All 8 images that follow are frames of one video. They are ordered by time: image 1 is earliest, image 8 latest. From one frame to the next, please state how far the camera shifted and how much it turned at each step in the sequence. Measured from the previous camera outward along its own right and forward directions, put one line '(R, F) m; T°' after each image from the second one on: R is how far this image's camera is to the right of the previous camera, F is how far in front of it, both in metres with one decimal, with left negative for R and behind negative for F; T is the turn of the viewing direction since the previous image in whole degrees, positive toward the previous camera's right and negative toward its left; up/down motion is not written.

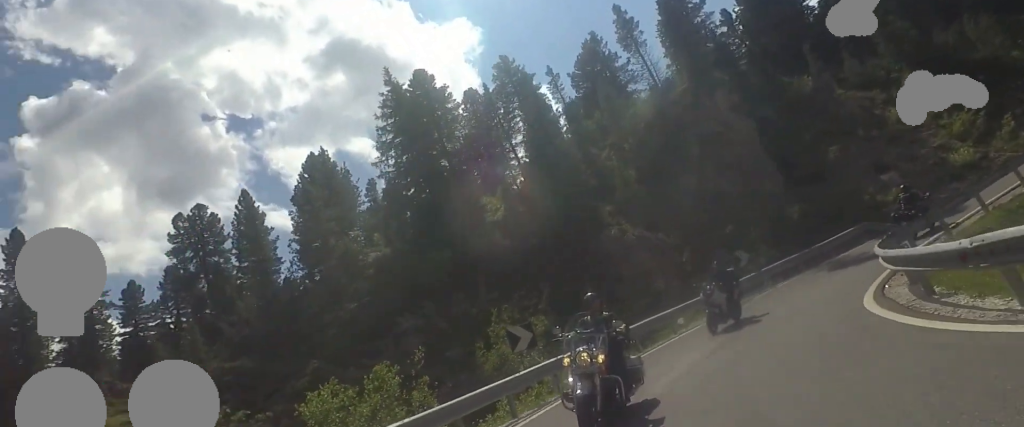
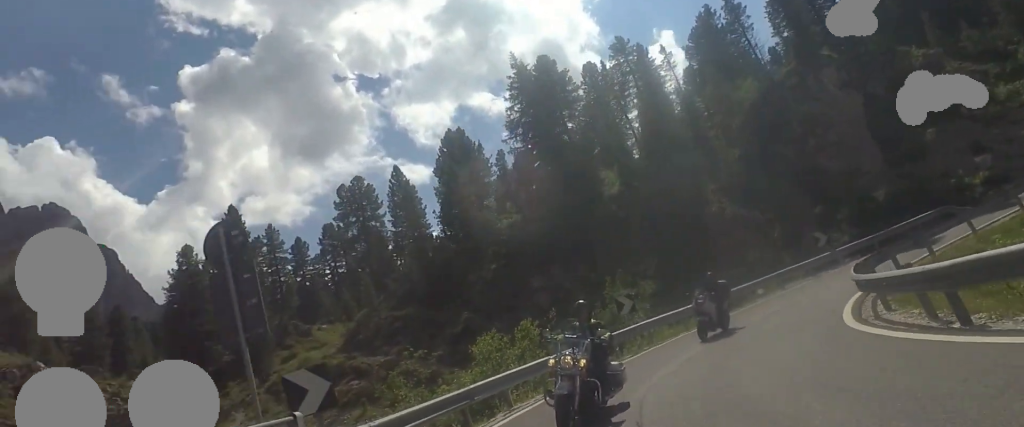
(-0.6, +5.8) m; -9°
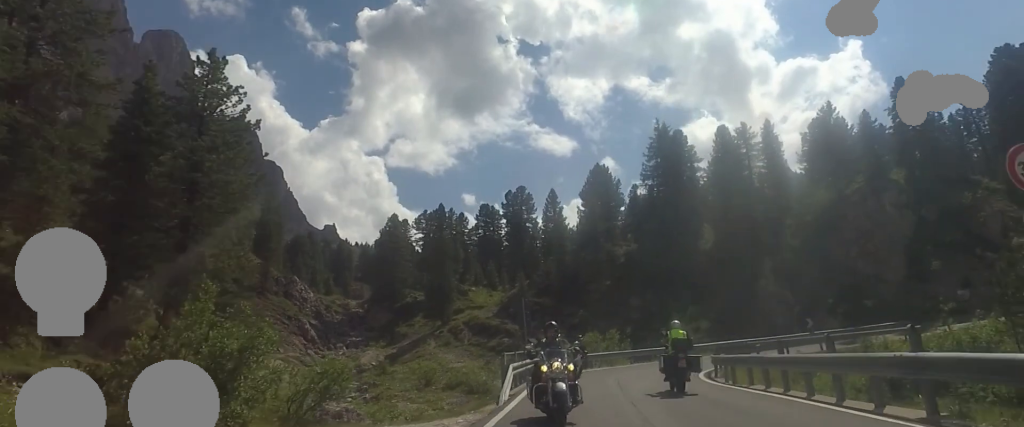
(-0.1, +19.6) m; -1°
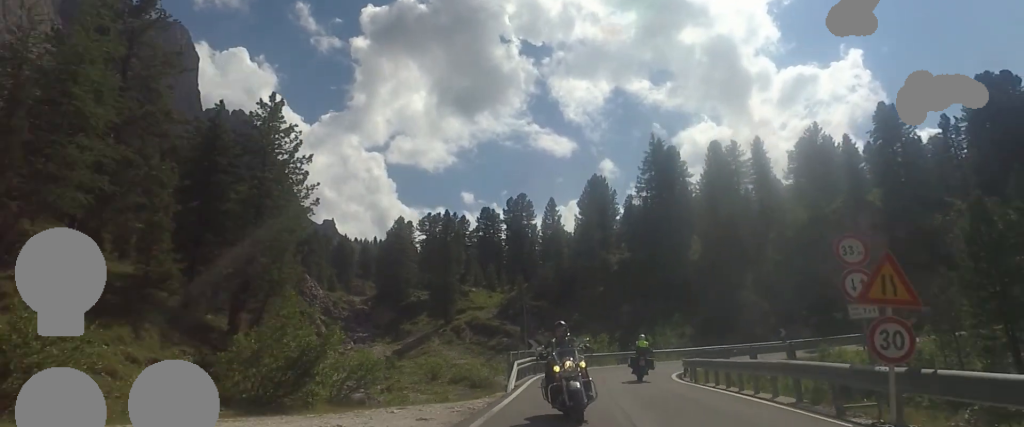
(-0.3, +4.1) m; -2°
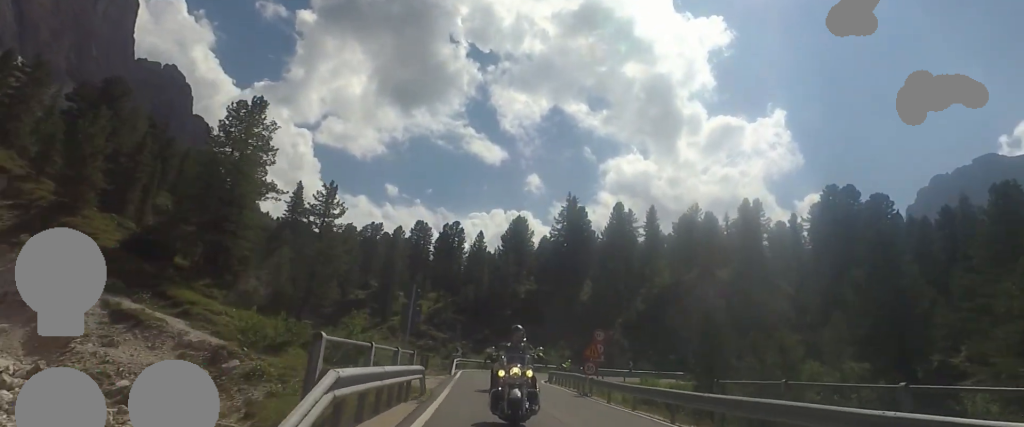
(-0.1, +18.1) m; +7°
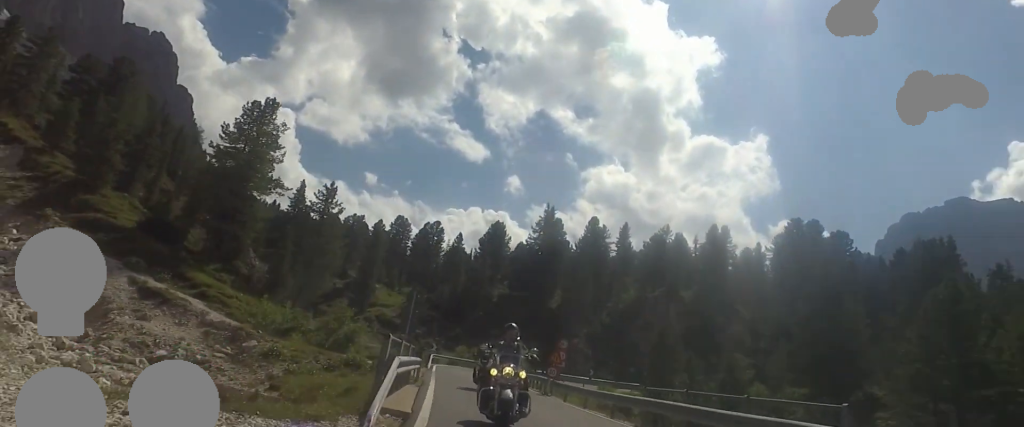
(-0.1, +4.5) m; +6°
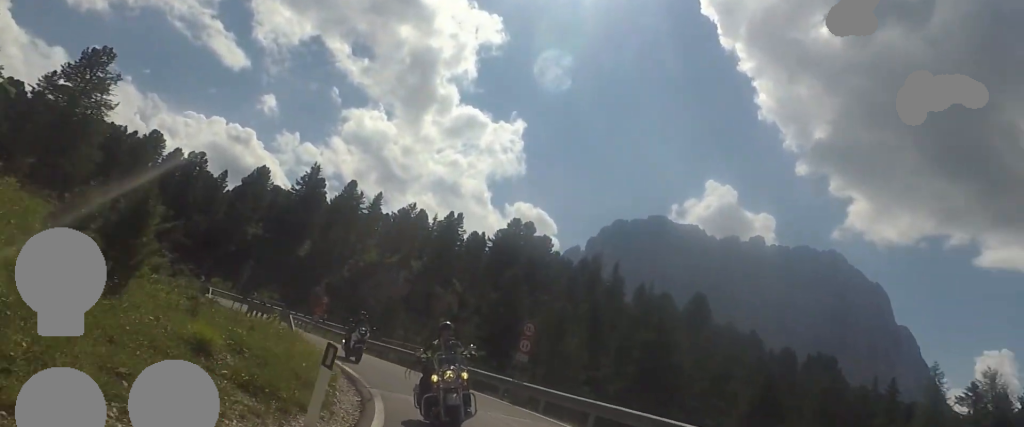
(+3.6, +15.3) m; +20°
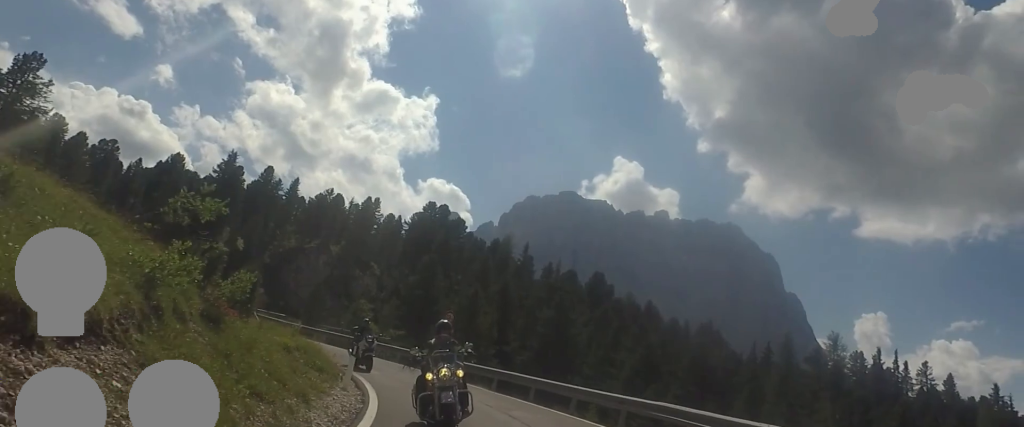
(+0.4, +6.7) m; +4°
